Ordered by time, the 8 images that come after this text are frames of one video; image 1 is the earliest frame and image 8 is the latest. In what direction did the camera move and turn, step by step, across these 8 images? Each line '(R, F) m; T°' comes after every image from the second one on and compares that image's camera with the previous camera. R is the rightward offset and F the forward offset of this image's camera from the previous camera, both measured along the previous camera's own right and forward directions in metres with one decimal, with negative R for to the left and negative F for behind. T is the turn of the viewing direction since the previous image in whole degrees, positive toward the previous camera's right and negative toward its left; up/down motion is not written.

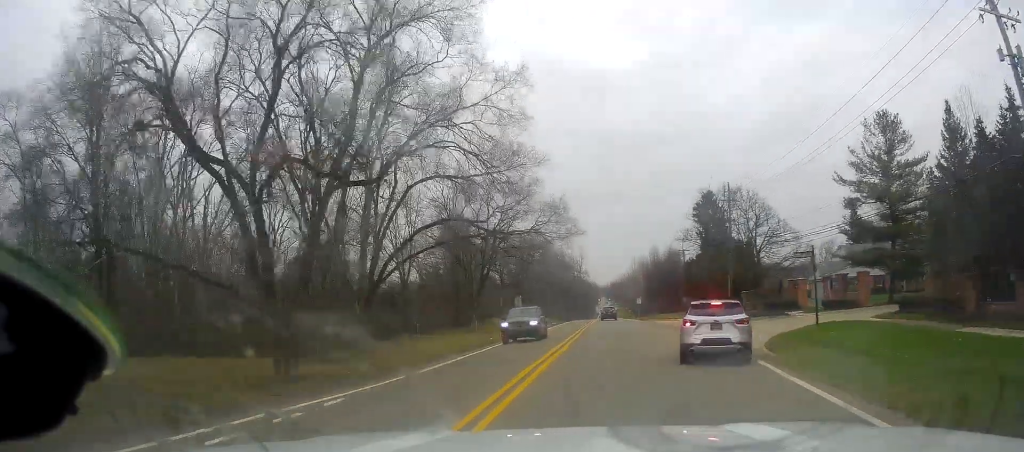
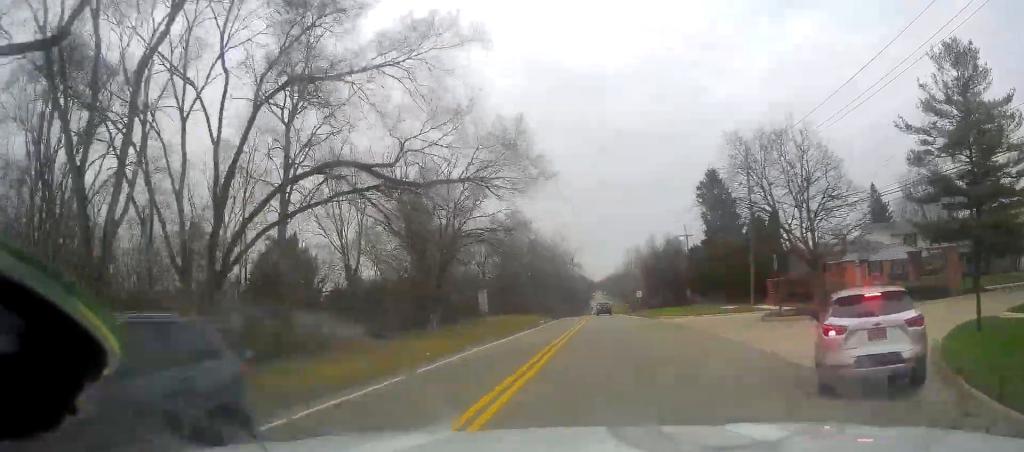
(+0.1, +12.6) m; +1°
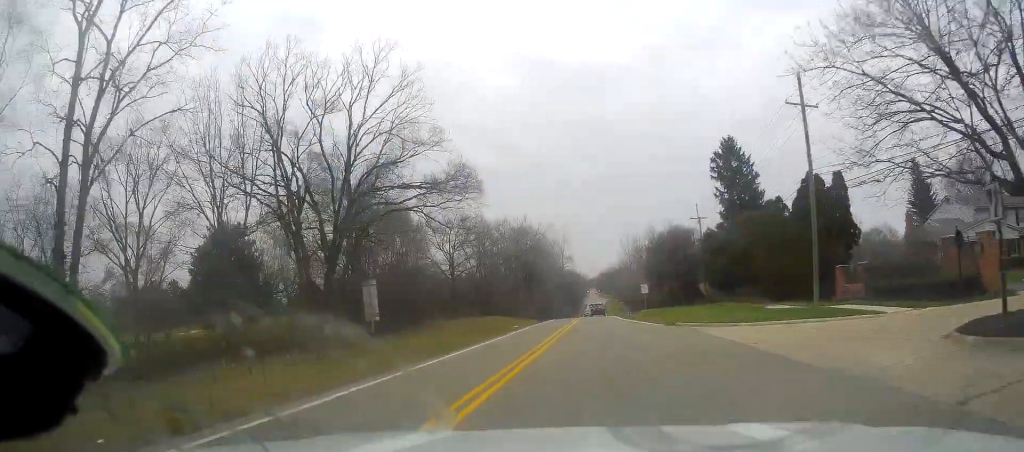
(+0.2, +18.2) m; -1°
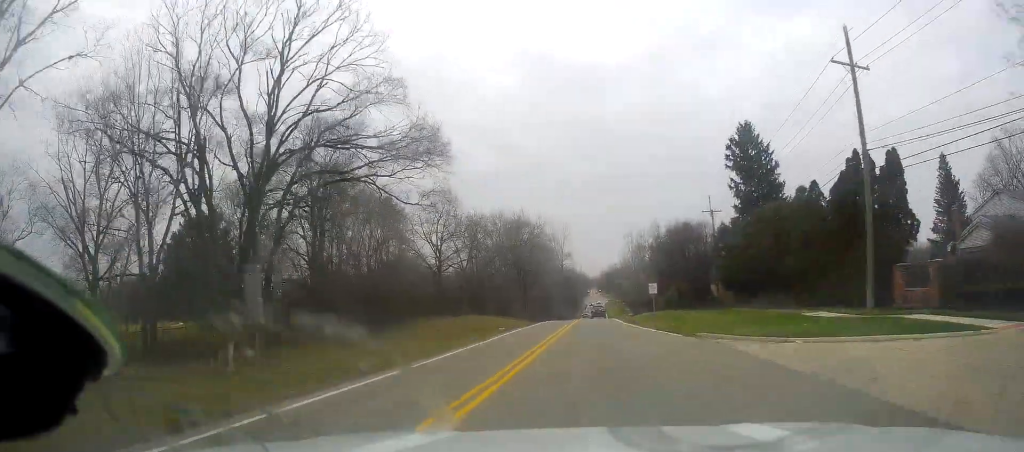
(+0.1, +7.7) m; -1°
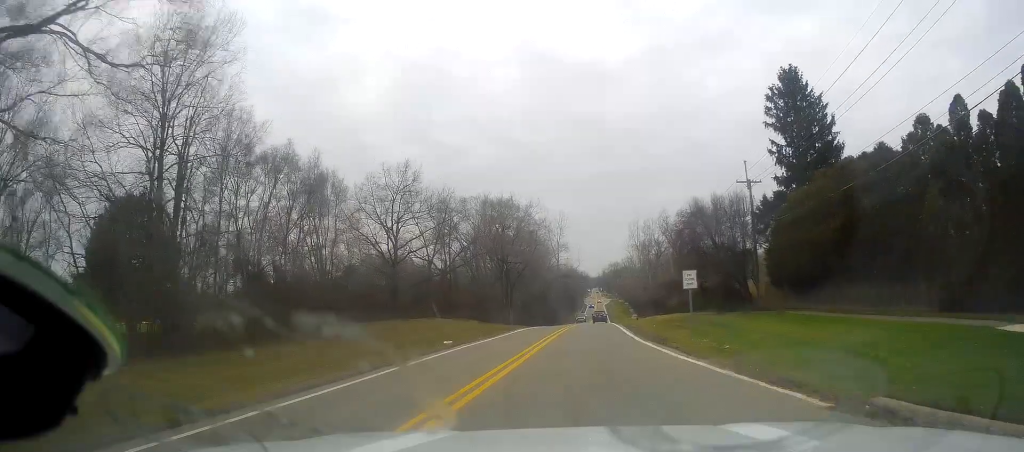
(-0.7, +18.3) m; 0°
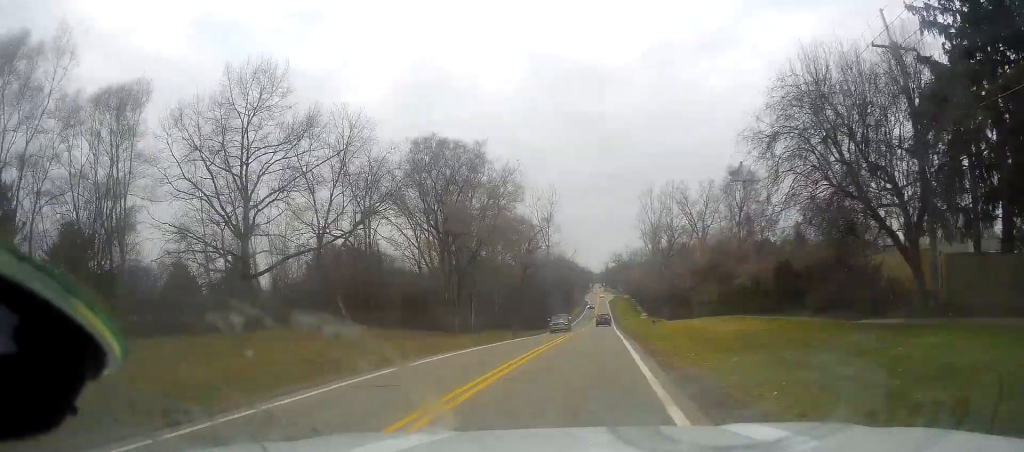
(+0.8, +29.3) m; +1°
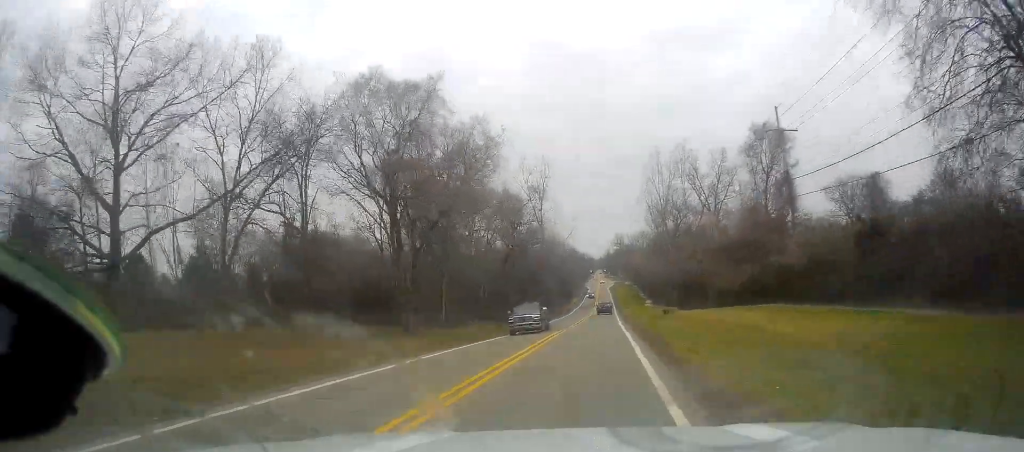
(-0.2, +12.2) m; 0°
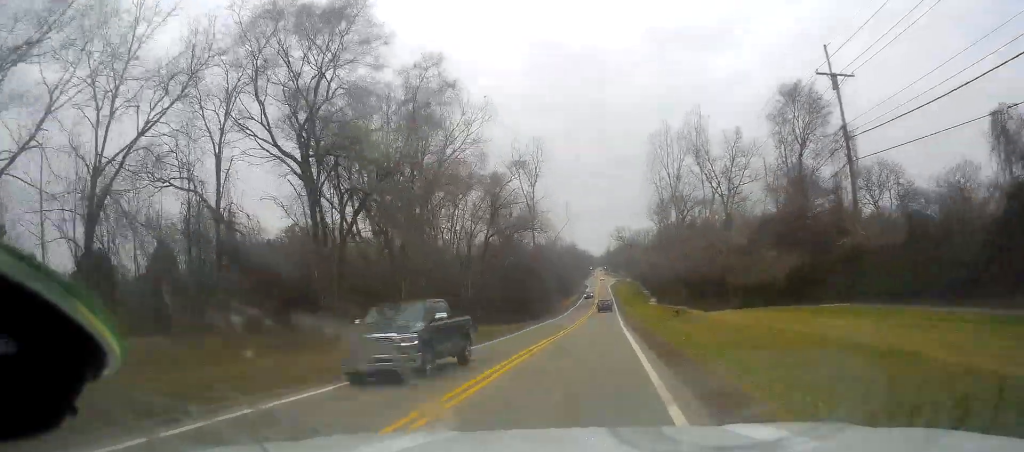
(+0.2, +11.0) m; -1°
